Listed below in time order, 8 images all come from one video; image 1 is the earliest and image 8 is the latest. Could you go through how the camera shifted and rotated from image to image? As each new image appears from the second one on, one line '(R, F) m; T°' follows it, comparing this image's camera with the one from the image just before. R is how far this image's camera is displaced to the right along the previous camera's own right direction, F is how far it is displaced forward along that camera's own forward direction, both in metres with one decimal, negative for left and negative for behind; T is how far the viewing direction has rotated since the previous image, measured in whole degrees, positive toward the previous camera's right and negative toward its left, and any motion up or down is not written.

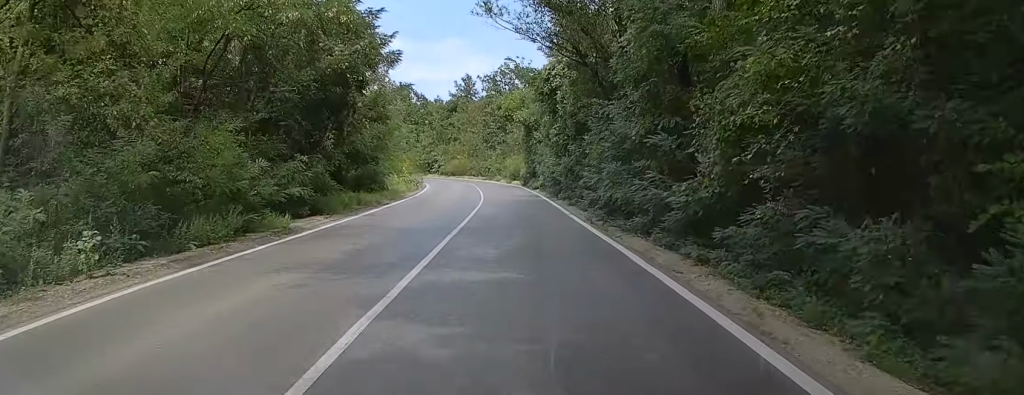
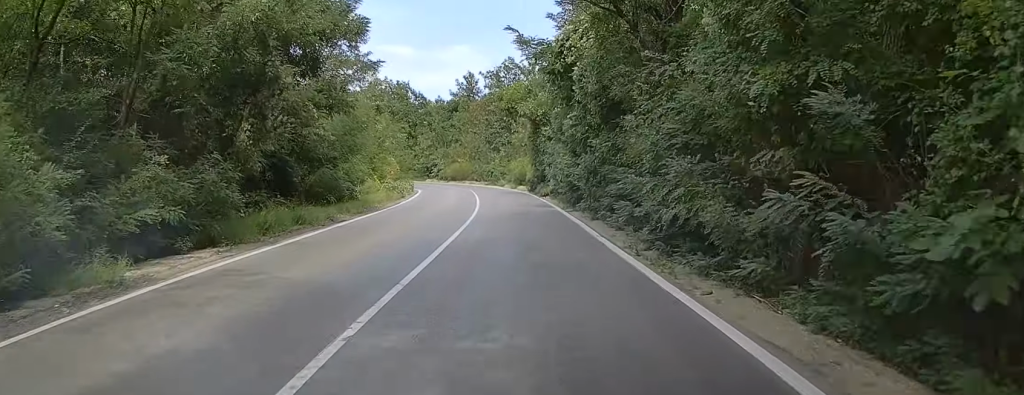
(-0.2, +7.6) m; -1°
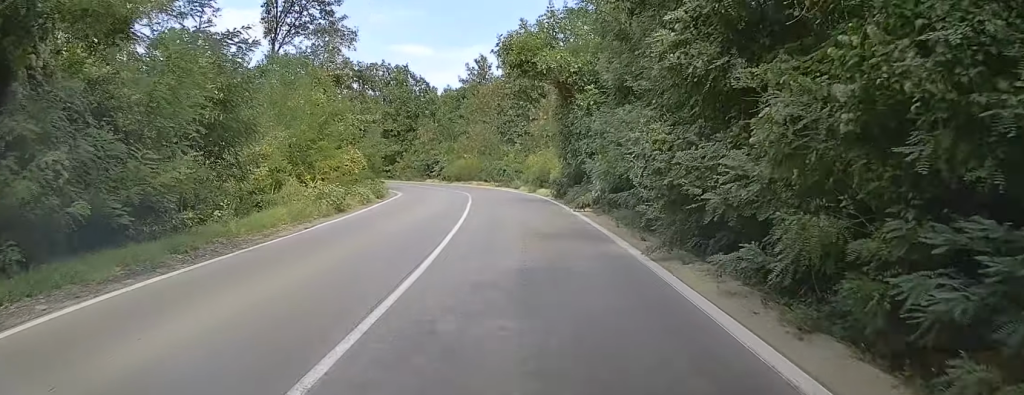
(-0.2, +15.5) m; -2°
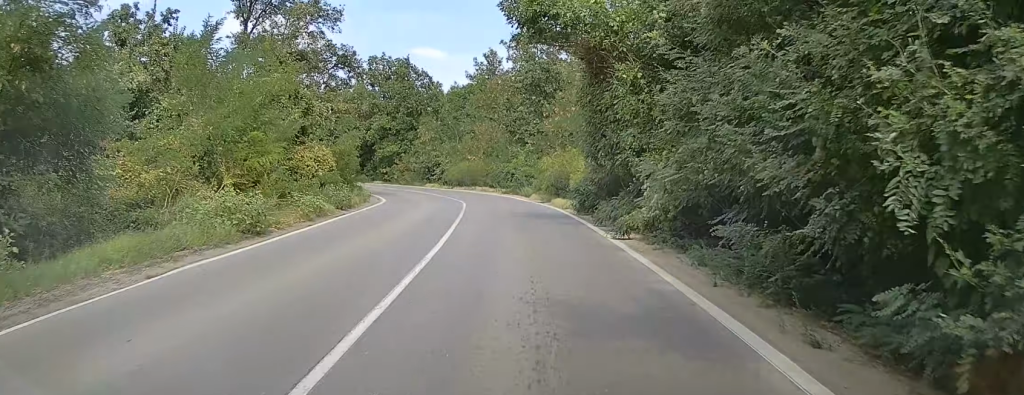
(+0.2, +7.8) m; -1°
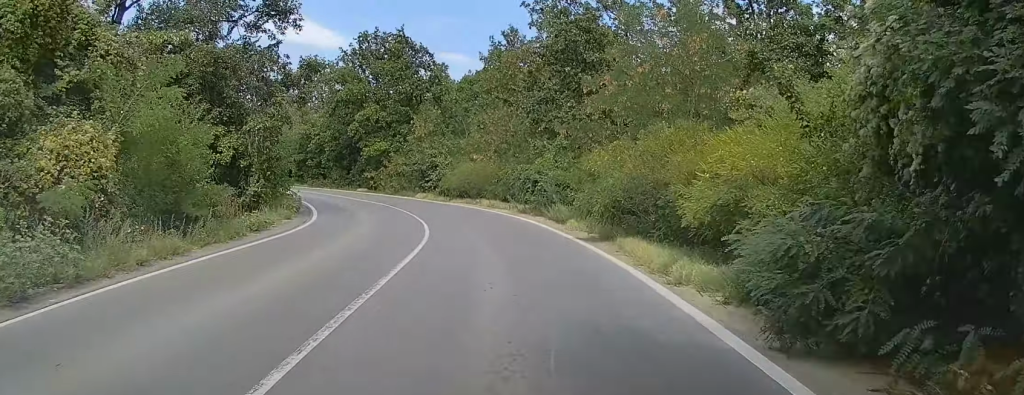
(-0.9, +17.2) m; -5°
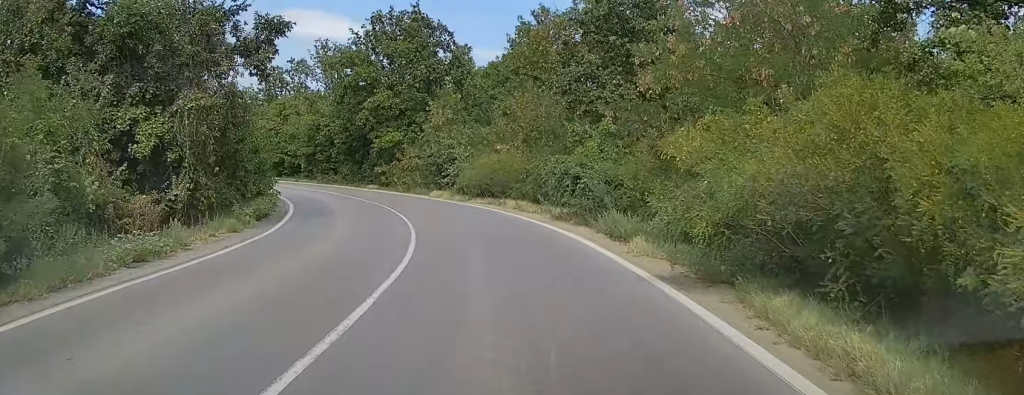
(-0.1, +7.4) m; -2°
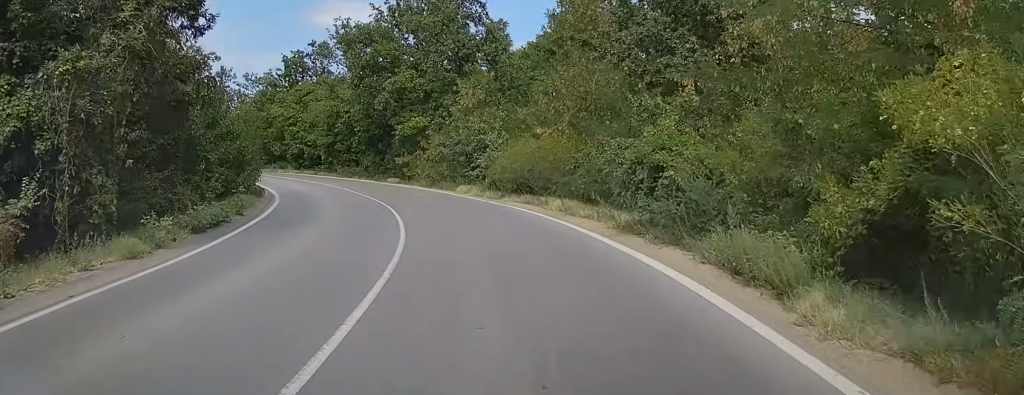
(-0.1, +6.9) m; -2°
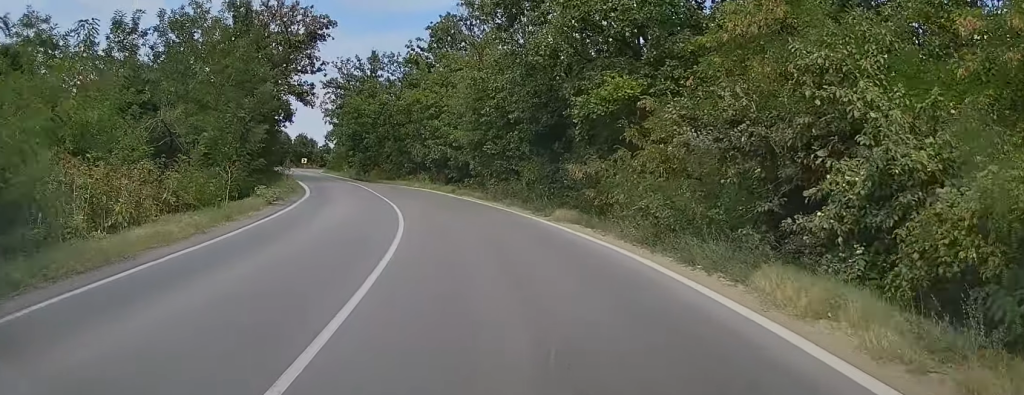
(-2.7, +23.9) m; -15°
